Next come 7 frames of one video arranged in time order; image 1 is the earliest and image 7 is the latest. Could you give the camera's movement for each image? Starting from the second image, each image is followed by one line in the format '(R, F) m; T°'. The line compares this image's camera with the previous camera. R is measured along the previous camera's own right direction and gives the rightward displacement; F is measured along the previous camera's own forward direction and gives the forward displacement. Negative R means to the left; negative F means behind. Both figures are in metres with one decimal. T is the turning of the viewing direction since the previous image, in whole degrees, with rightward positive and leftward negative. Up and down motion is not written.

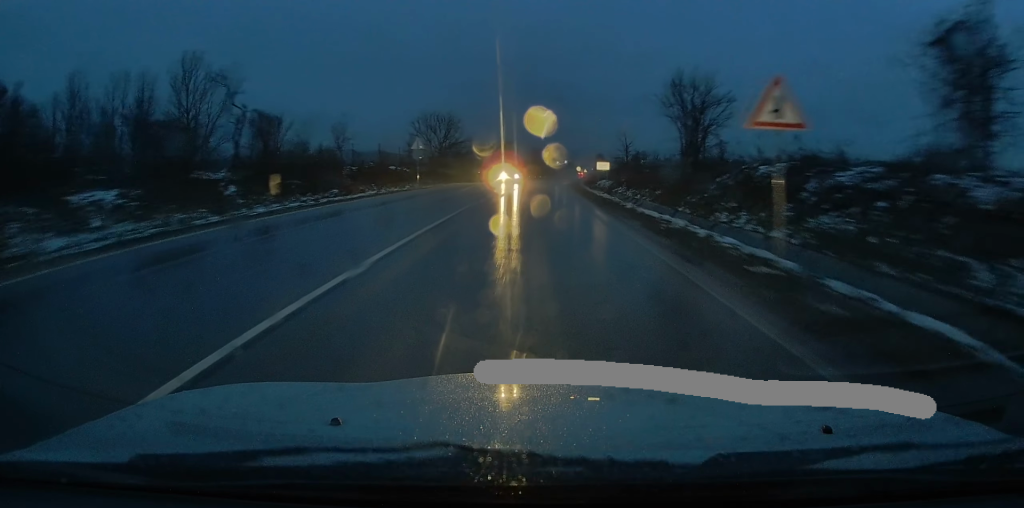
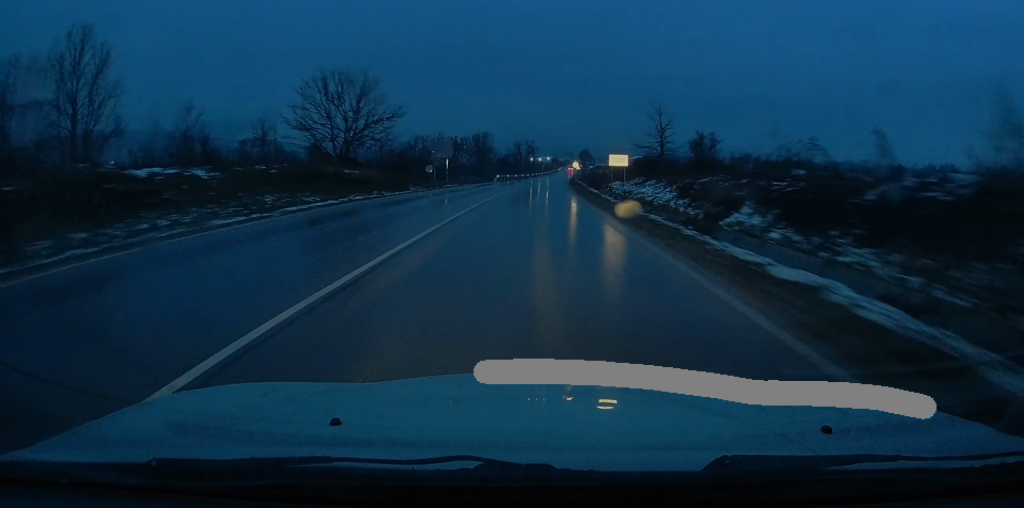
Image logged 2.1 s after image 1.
(+0.6, +33.1) m; +2°
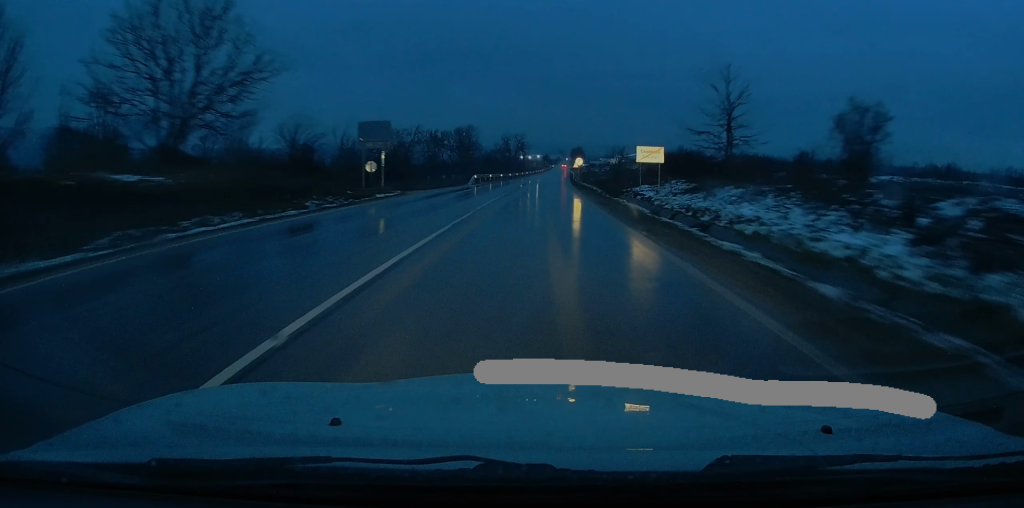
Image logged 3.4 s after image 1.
(+0.1, +21.0) m; +1°
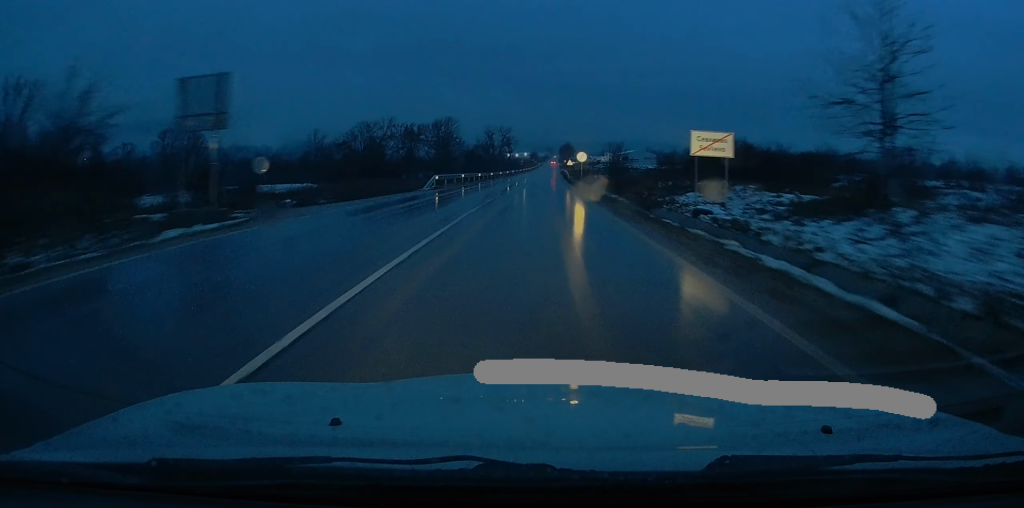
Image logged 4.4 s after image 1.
(+0.2, +17.1) m; +1°
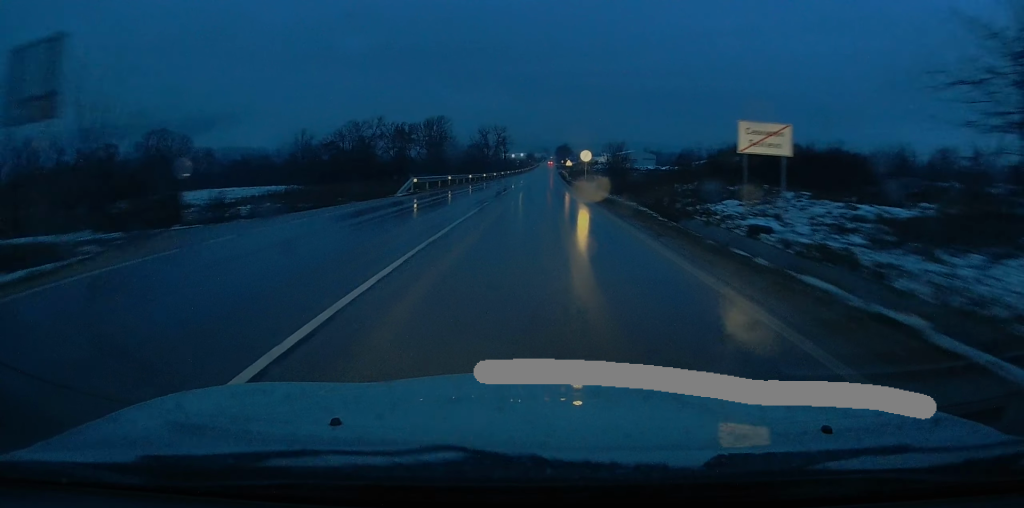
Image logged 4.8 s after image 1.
(0.0, +6.4) m; 0°
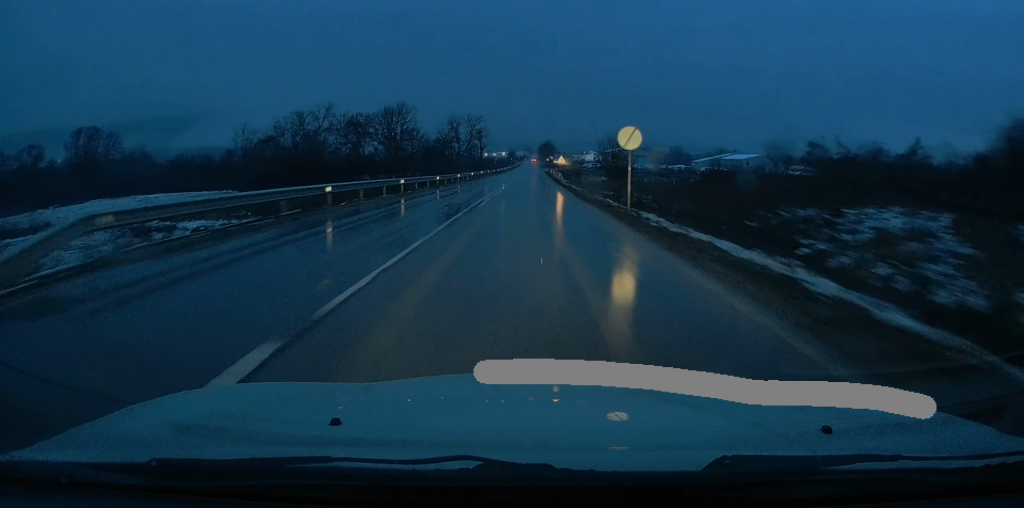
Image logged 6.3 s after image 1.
(+0.4, +24.2) m; +1°
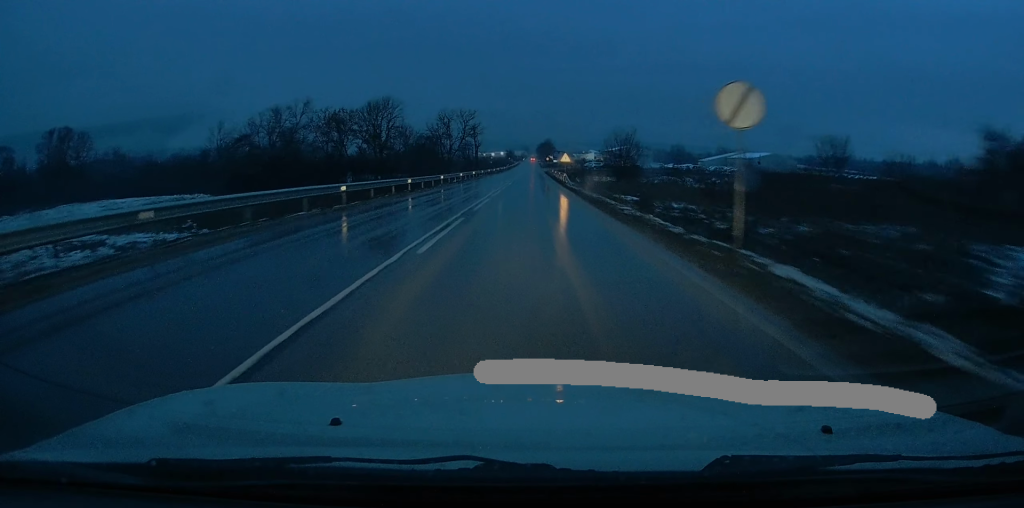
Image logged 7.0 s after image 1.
(0.0, +10.3) m; 0°
